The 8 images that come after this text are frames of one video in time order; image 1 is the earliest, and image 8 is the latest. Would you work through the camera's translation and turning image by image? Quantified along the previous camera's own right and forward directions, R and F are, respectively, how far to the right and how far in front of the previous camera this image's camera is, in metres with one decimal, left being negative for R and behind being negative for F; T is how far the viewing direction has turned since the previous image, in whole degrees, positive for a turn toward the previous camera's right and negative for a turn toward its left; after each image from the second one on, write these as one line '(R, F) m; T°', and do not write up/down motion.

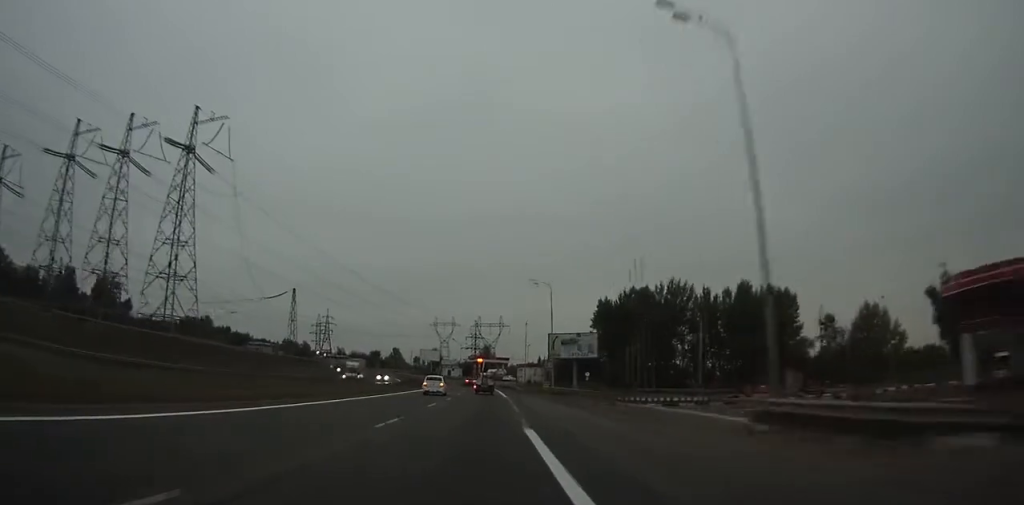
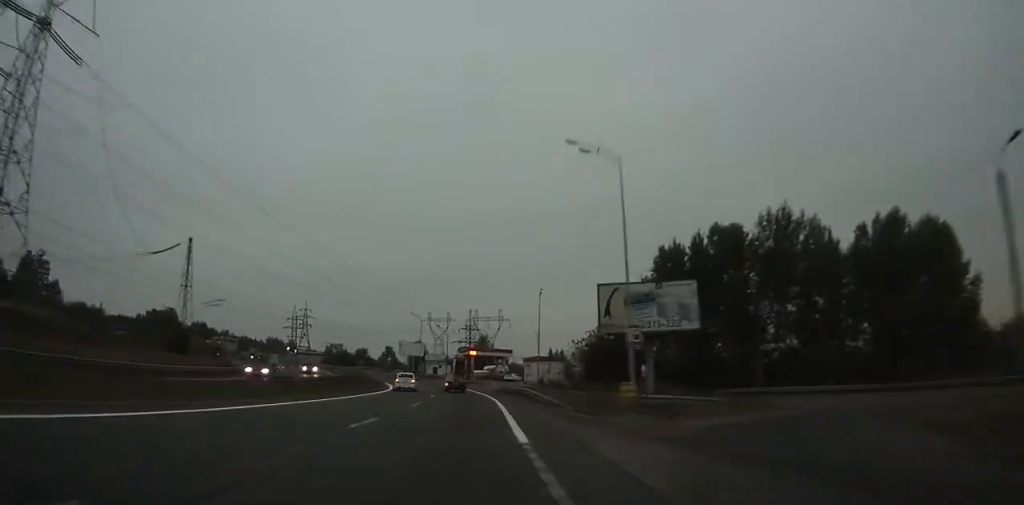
(+0.1, +37.6) m; -1°
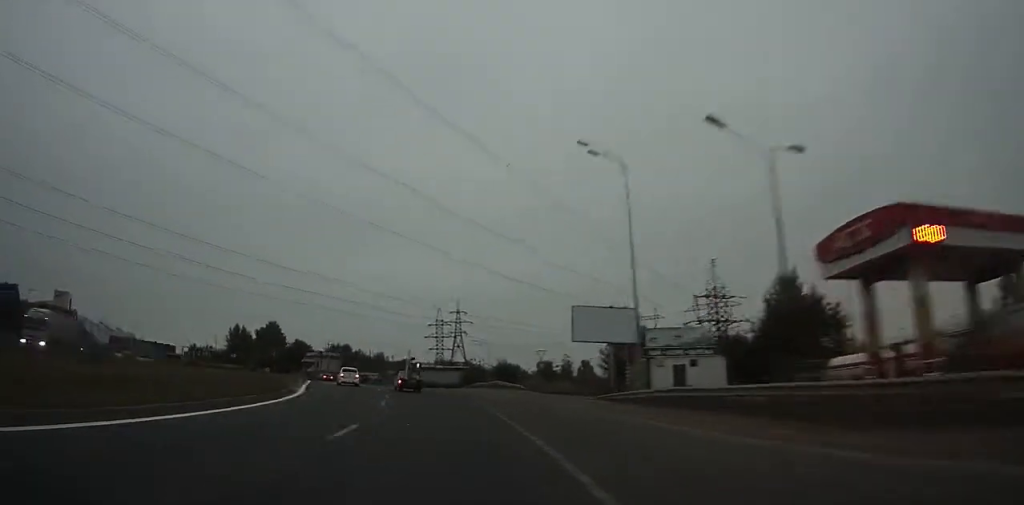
(-8.7, +86.2) m; -17°
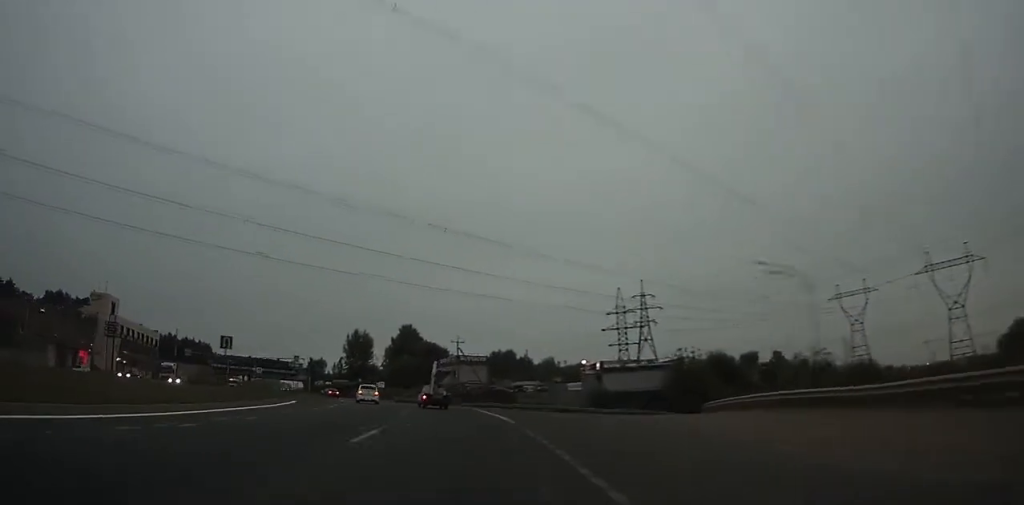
(-6.0, +47.9) m; -15°
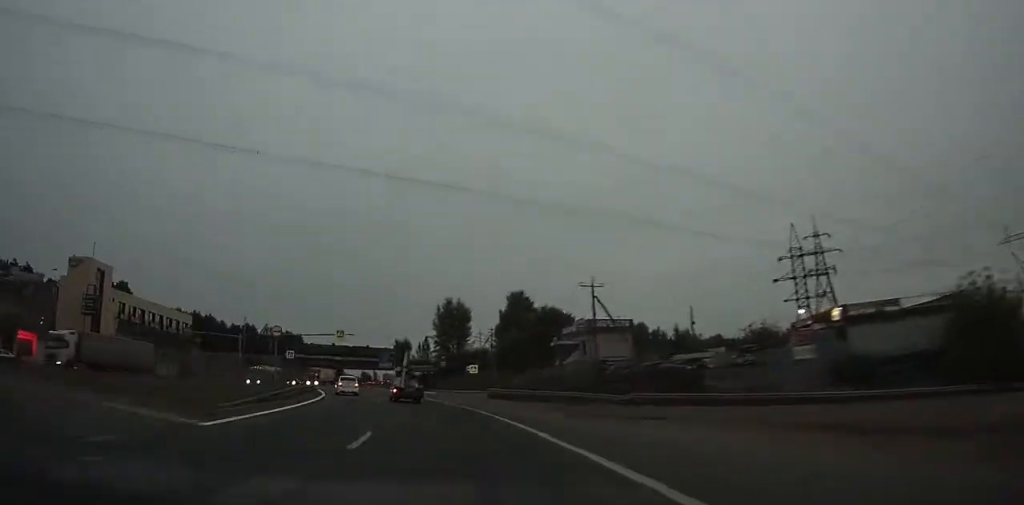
(-5.2, +37.4) m; -13°
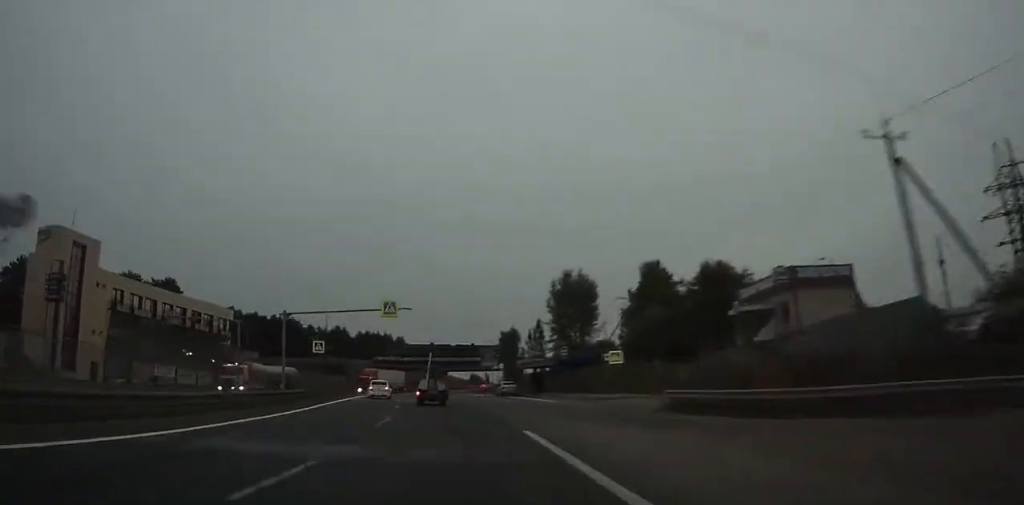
(-2.7, +29.3) m; -9°
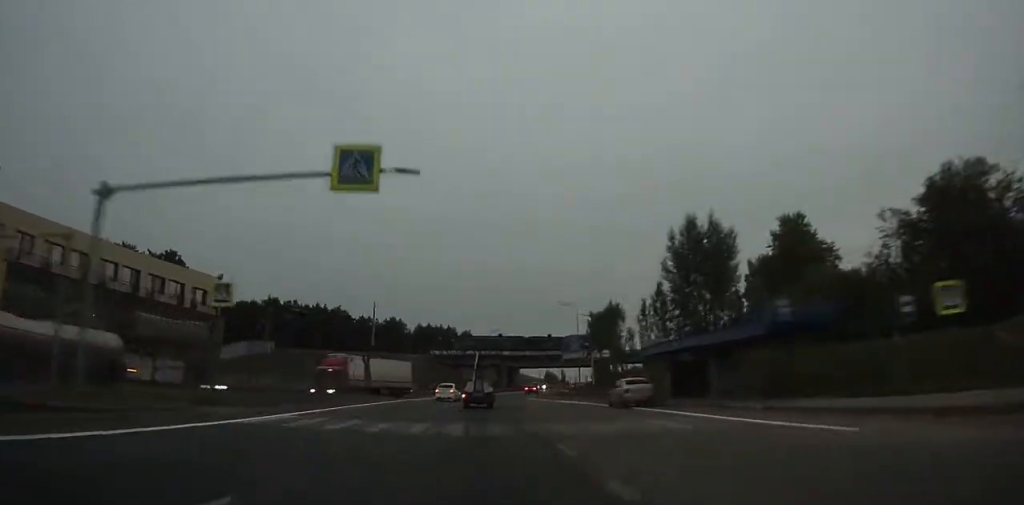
(-2.6, +27.8) m; -6°
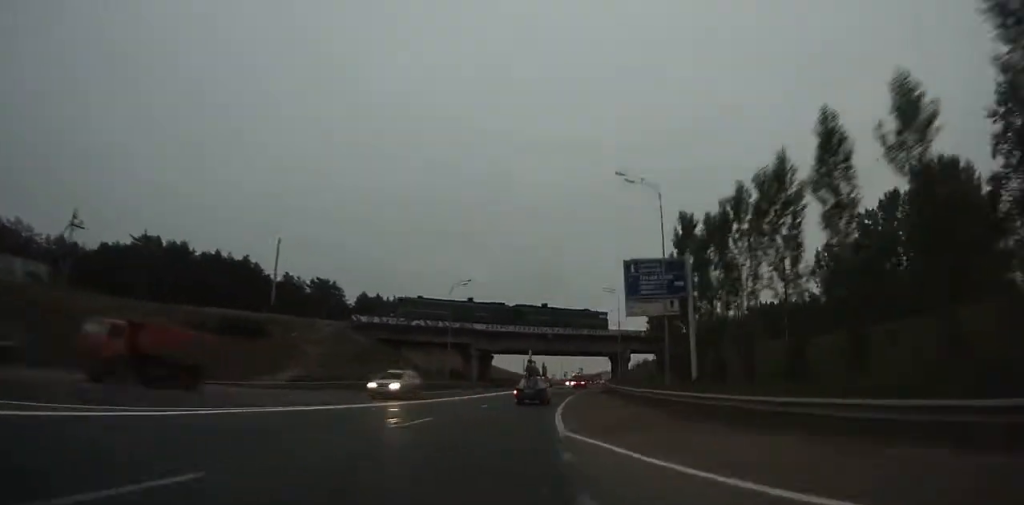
(-2.0, +47.7) m; +2°
